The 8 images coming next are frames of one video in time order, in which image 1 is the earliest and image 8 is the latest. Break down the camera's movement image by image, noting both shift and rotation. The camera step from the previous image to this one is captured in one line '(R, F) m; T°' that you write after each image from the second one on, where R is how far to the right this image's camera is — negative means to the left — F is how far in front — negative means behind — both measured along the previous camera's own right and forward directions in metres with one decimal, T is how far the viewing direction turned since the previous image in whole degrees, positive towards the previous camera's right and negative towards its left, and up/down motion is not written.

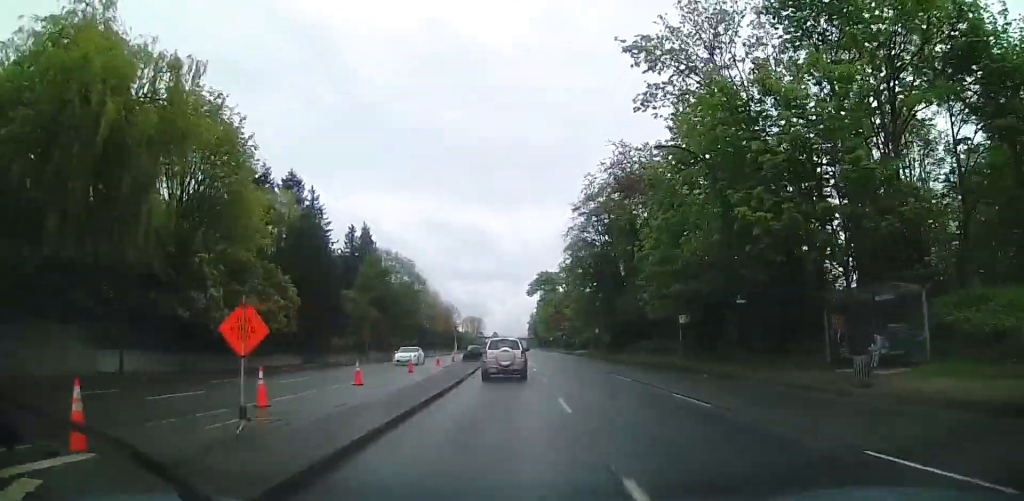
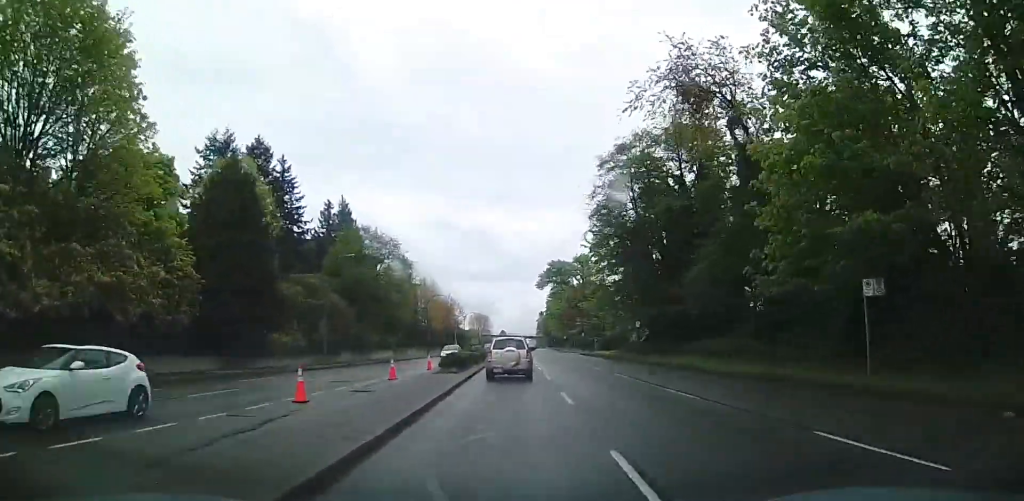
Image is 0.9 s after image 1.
(-0.2, +16.0) m; -1°
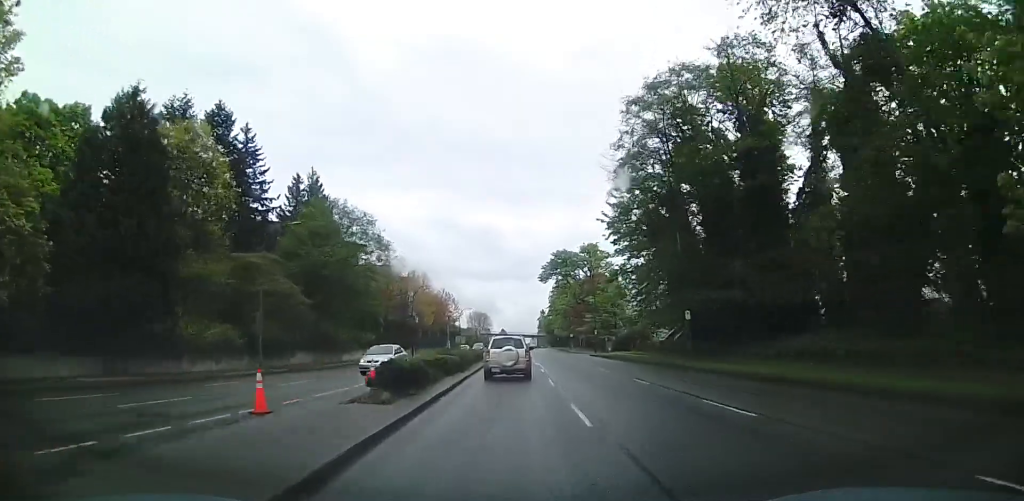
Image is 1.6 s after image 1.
(-0.2, +12.2) m; 0°
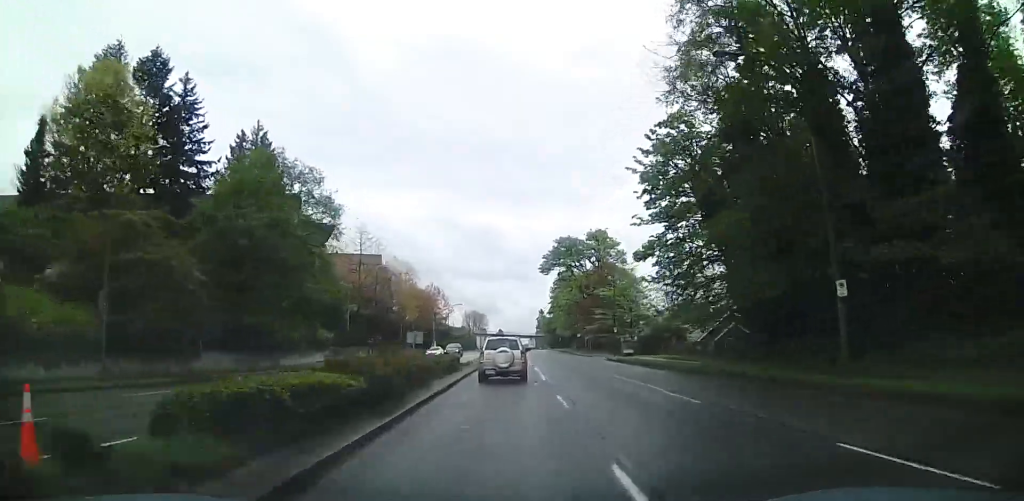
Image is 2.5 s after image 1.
(+0.2, +14.8) m; +1°
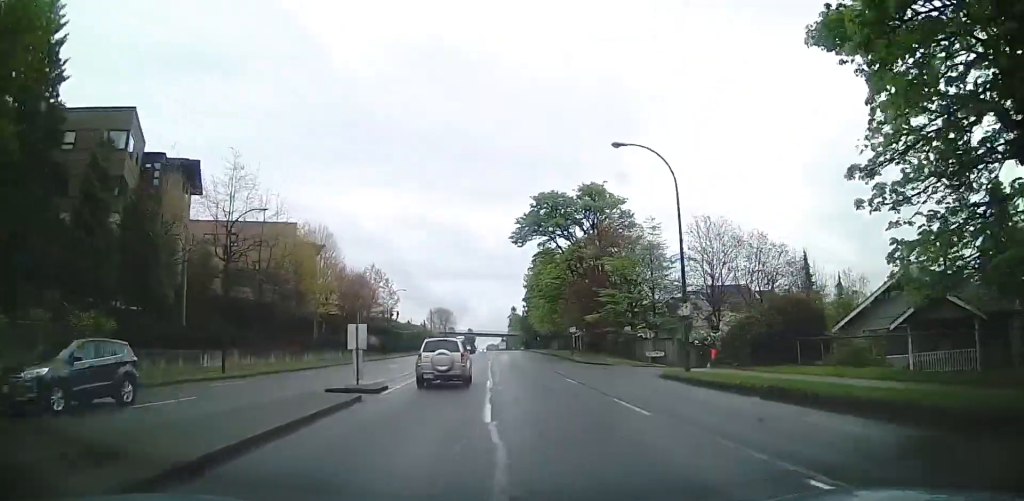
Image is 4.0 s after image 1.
(+0.1, +28.3) m; -1°
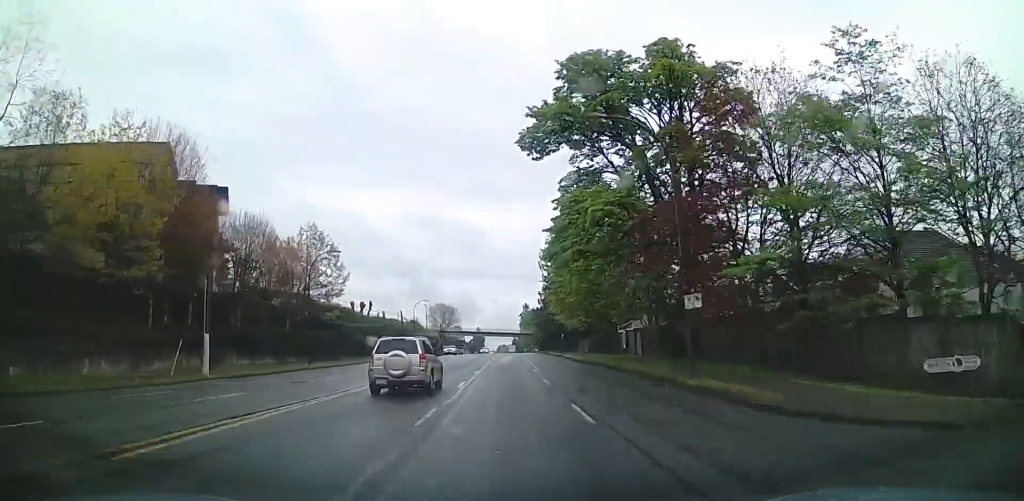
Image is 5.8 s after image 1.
(-0.3, +32.5) m; +1°
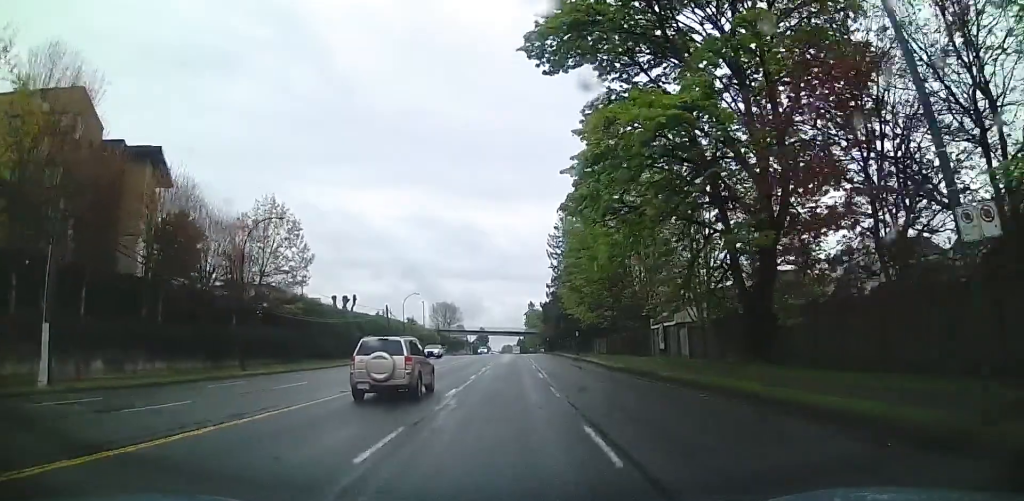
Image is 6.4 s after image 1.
(+0.6, +11.8) m; +1°
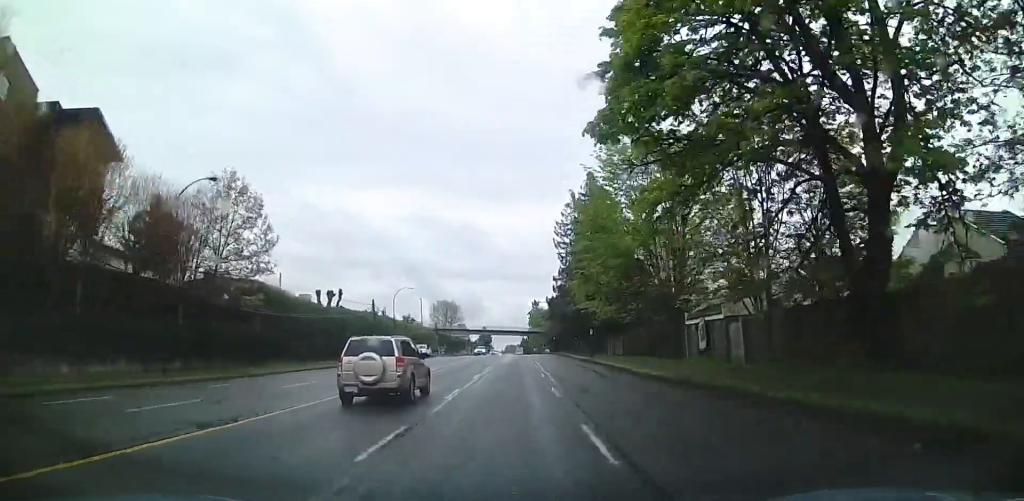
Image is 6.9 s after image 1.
(-0.2, +8.1) m; -1°
